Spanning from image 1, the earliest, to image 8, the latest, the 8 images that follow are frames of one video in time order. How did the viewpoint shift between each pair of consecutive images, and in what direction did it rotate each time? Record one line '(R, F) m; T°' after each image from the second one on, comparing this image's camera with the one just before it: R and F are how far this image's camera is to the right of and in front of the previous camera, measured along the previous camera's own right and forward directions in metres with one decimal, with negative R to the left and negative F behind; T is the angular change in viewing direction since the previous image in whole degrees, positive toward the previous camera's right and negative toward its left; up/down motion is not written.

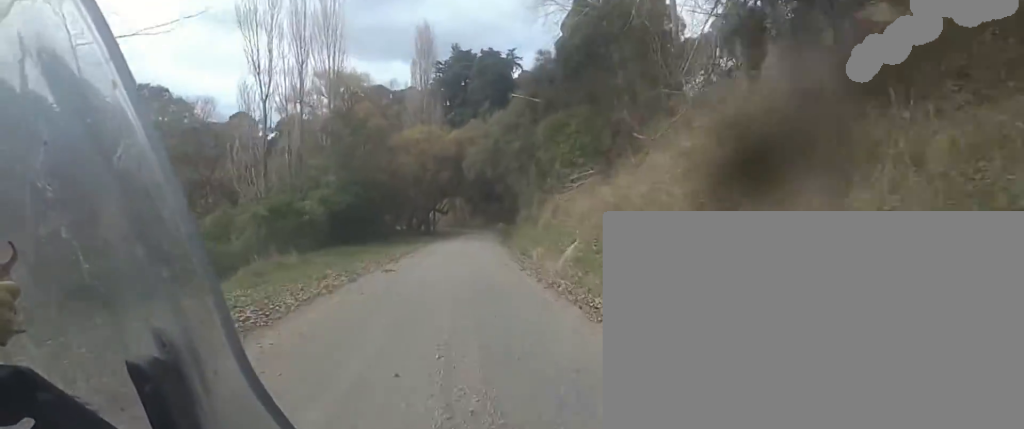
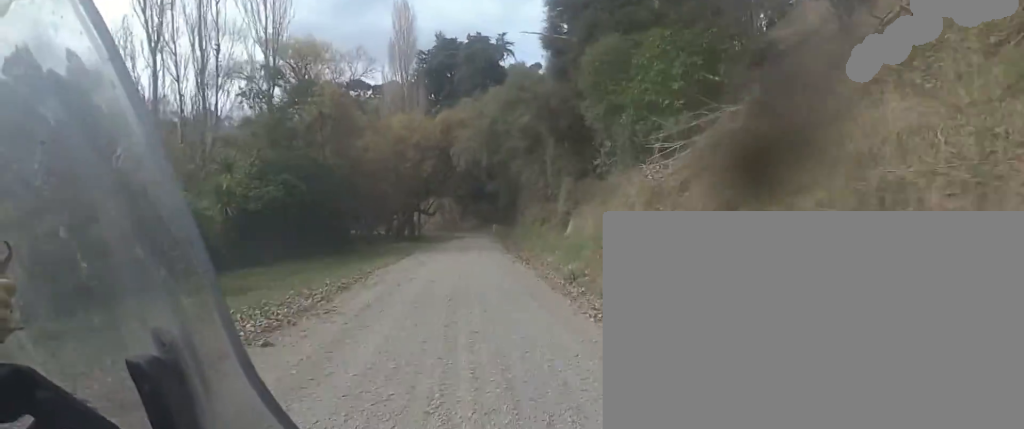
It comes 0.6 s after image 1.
(+0.3, +10.2) m; +1°
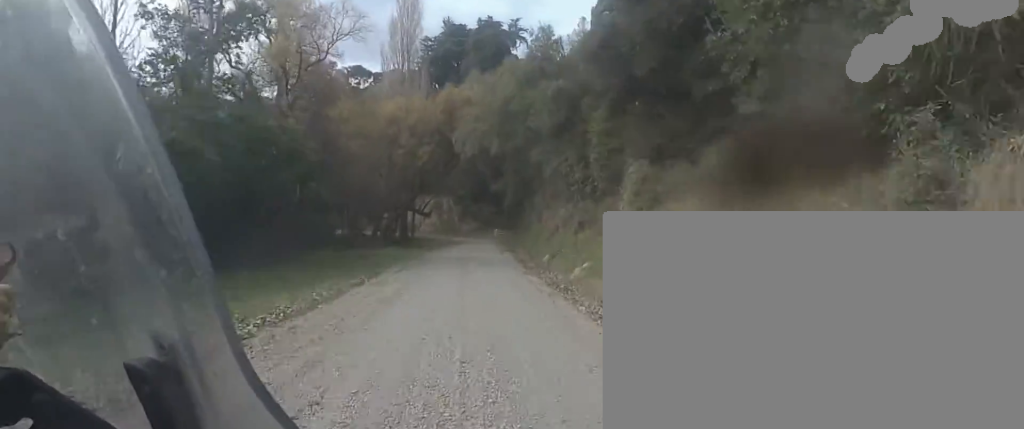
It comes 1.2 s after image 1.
(-0.1, +7.9) m; 0°
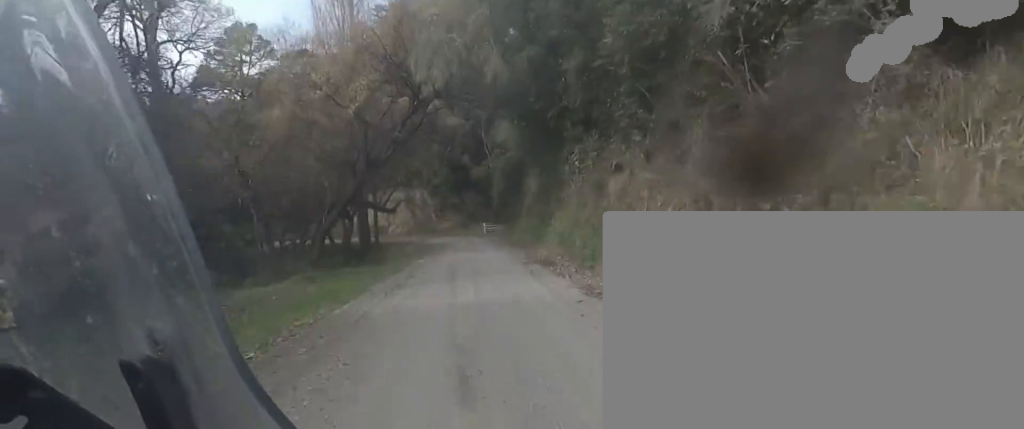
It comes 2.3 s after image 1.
(-0.1, +15.6) m; +5°
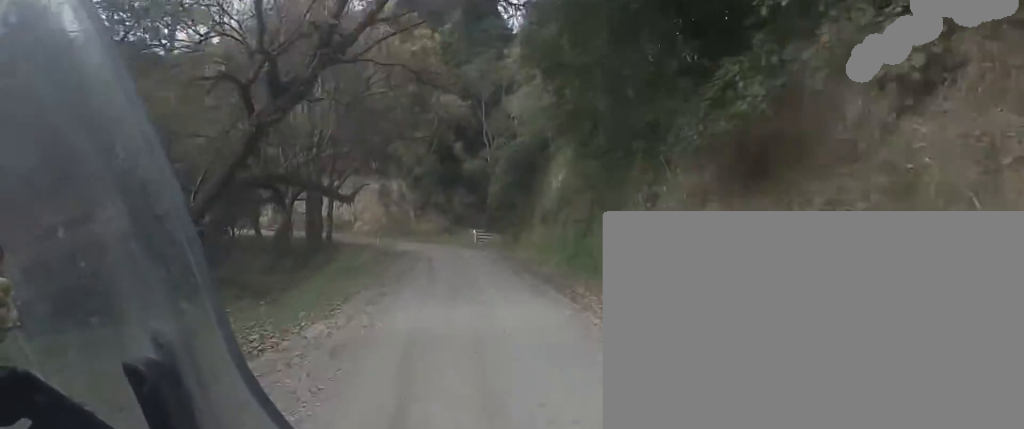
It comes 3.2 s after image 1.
(+1.3, +12.5) m; 0°
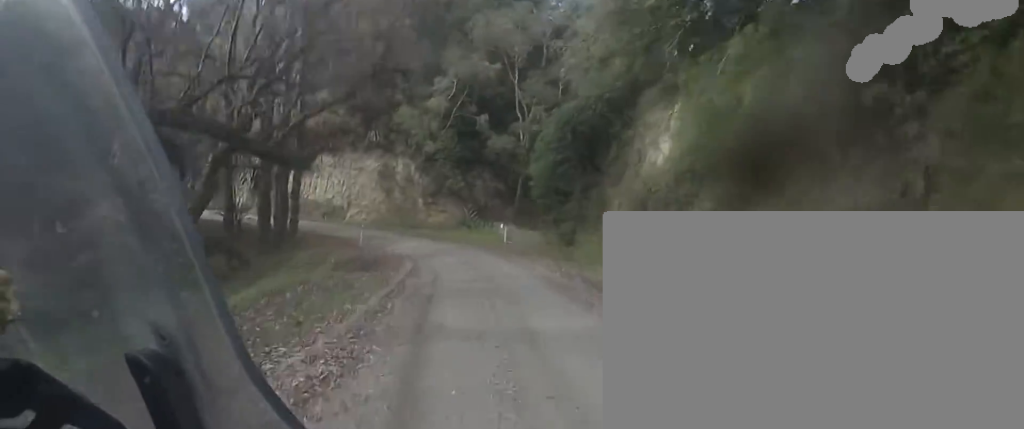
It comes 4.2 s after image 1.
(-1.1, +10.8) m; -8°
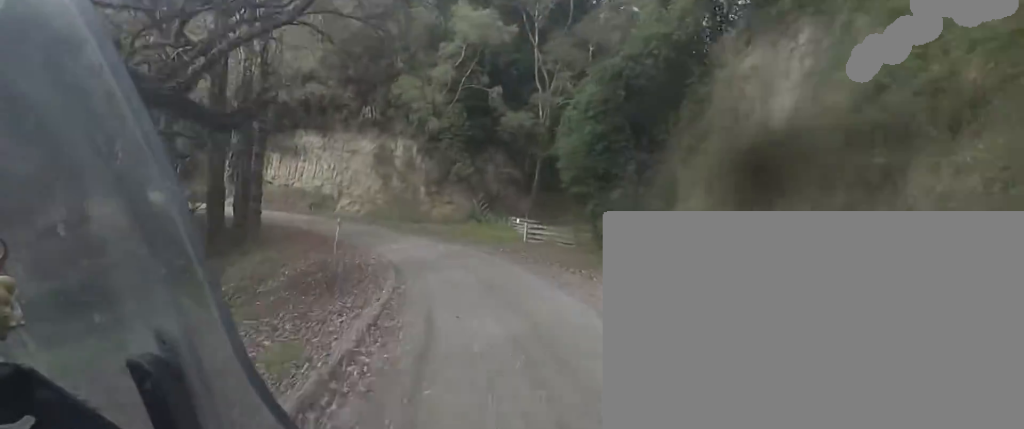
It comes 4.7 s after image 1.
(-0.4, +5.5) m; -5°
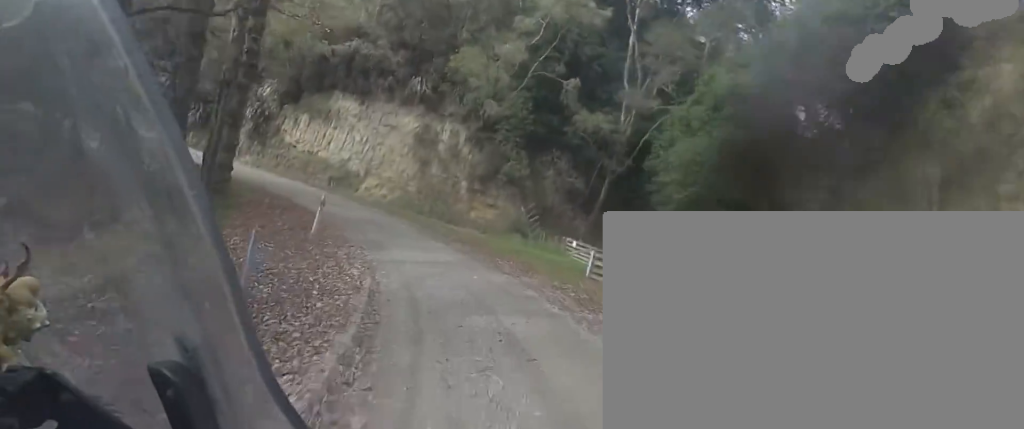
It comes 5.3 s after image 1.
(+0.3, +6.3) m; -4°
